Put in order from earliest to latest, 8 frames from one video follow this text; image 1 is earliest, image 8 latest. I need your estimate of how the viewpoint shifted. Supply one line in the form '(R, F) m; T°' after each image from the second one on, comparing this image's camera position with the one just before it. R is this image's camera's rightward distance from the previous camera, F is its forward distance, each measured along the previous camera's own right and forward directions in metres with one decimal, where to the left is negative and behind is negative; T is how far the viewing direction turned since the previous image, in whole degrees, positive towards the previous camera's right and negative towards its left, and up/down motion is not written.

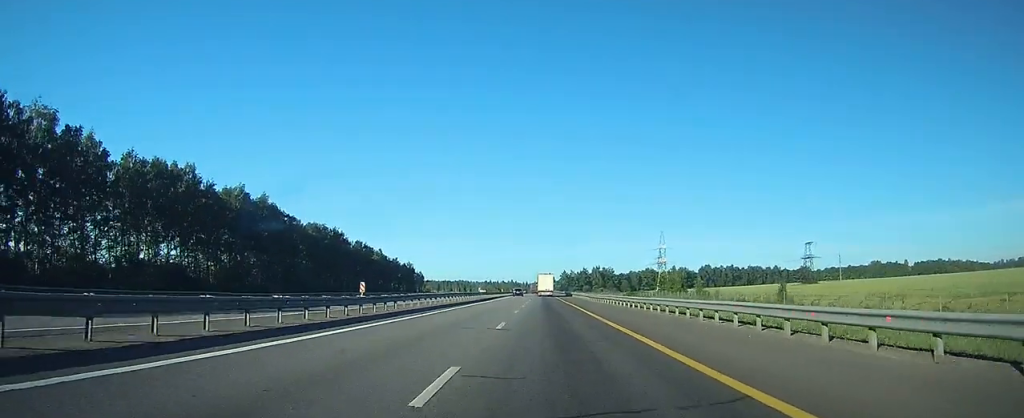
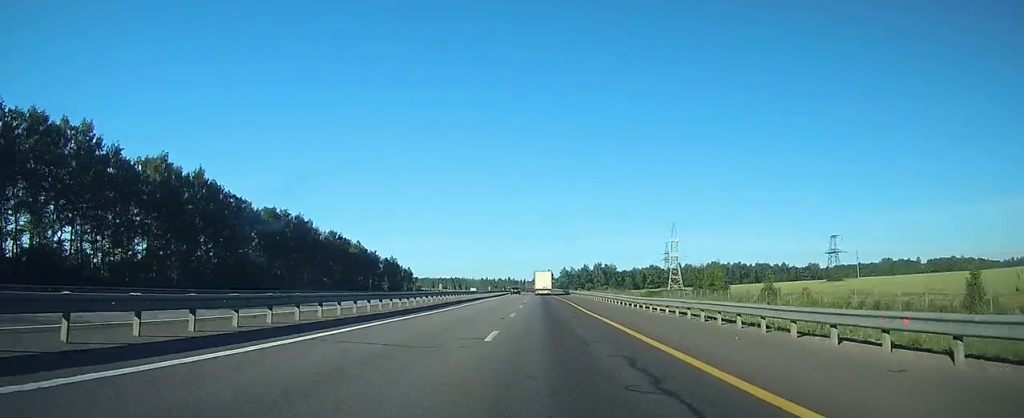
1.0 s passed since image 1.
(+0.1, +28.7) m; 0°
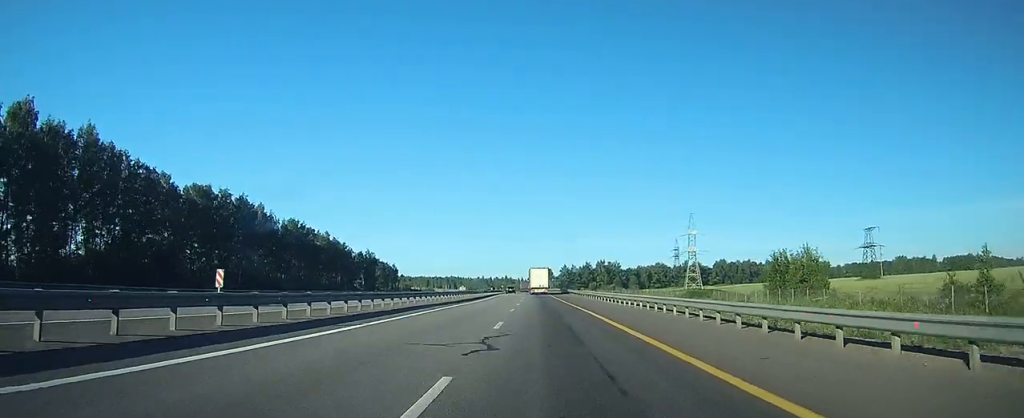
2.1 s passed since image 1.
(0.0, +32.5) m; 0°
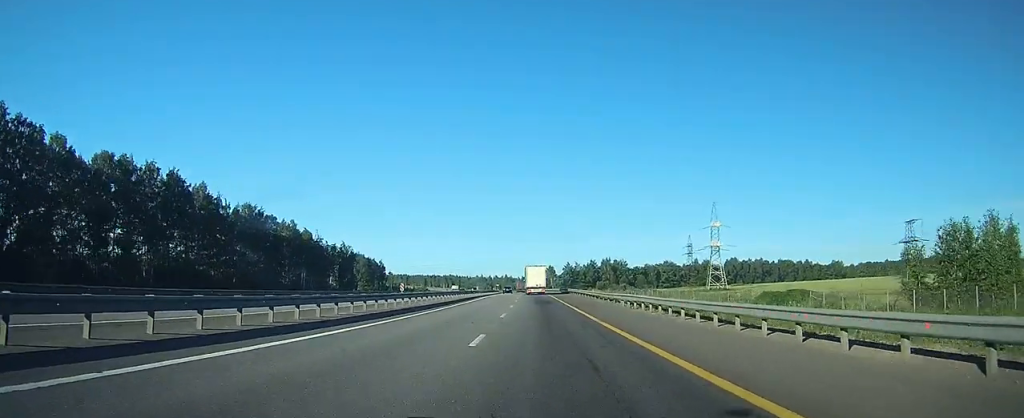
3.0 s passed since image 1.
(0.0, +28.3) m; 0°
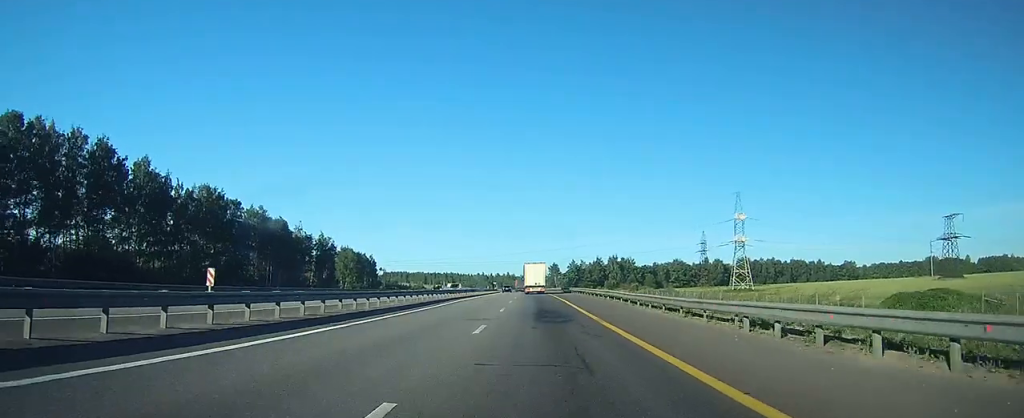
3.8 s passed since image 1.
(0.0, +21.3) m; 0°
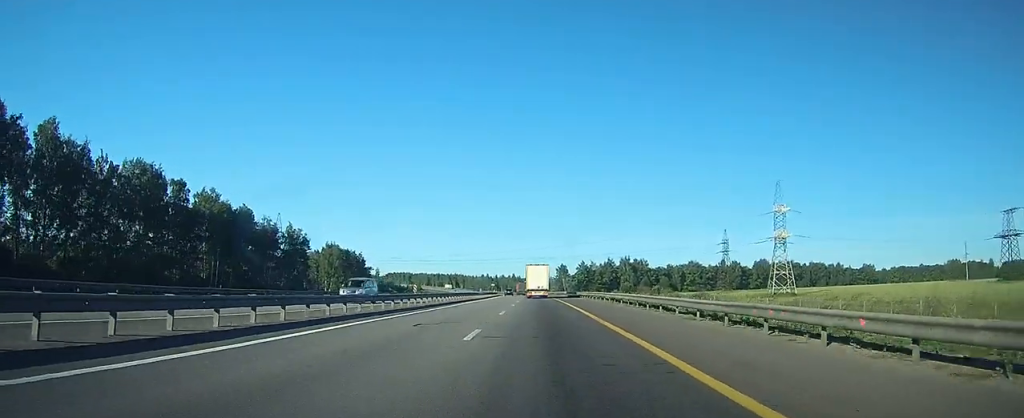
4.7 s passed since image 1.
(-0.1, +25.9) m; 0°
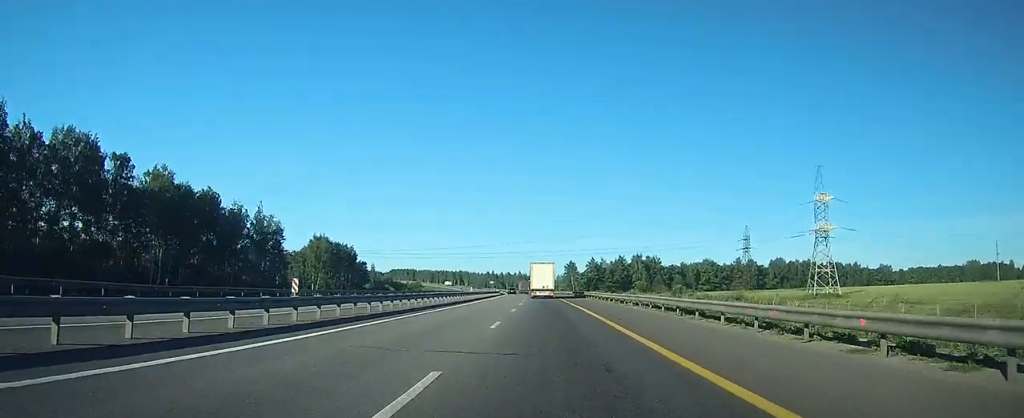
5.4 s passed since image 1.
(-0.1, +19.9) m; -1°
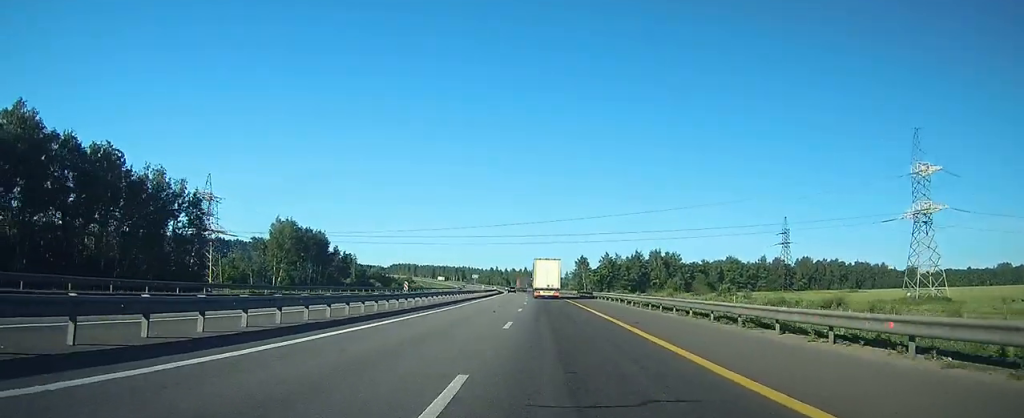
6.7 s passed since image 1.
(-0.4, +36.4) m; -1°
